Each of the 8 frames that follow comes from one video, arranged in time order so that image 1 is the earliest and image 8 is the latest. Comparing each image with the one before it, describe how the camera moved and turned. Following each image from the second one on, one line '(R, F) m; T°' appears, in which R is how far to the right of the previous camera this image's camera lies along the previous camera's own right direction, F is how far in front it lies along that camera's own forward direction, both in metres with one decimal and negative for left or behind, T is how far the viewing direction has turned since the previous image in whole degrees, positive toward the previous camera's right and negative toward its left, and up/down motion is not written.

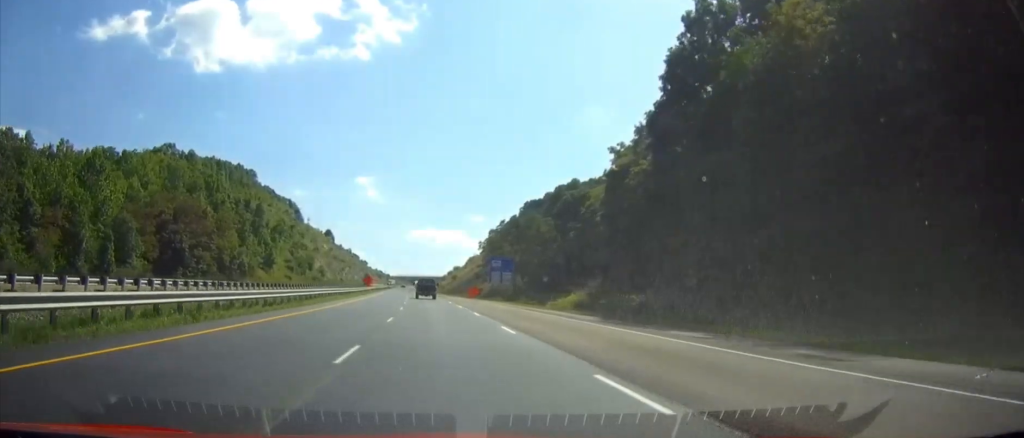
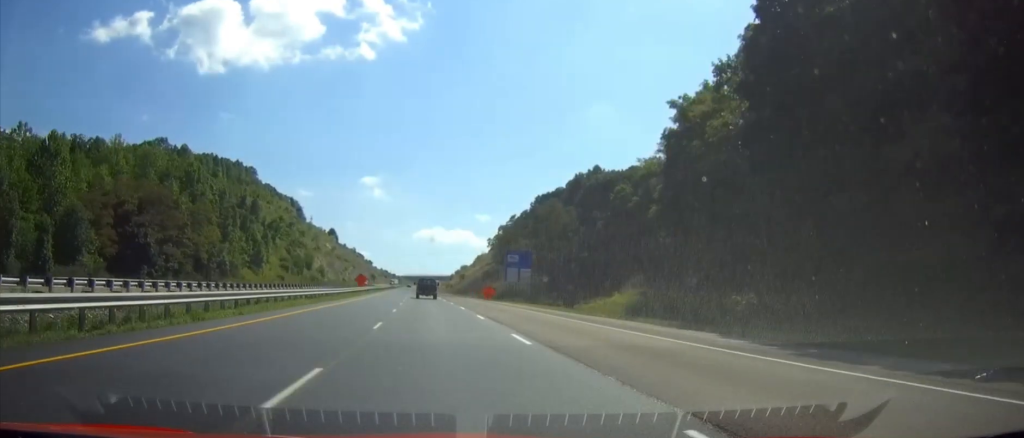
(0.0, +15.9) m; 0°
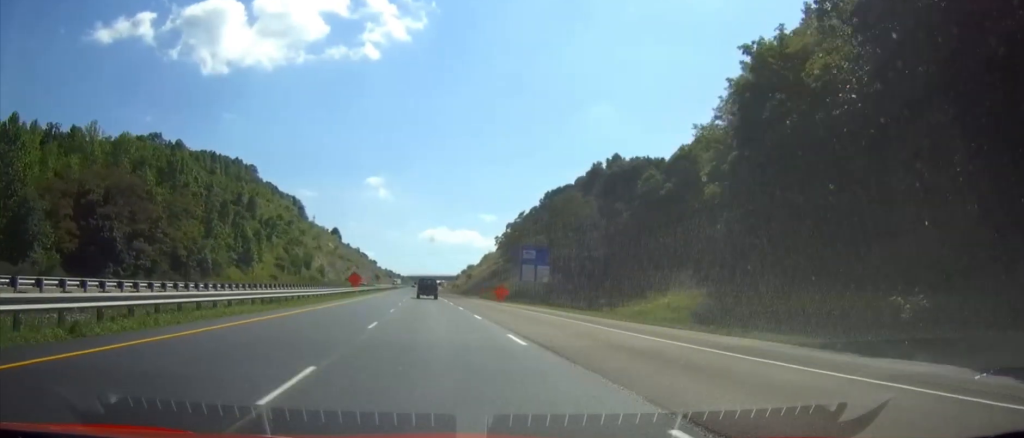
(0.0, +11.9) m; 0°
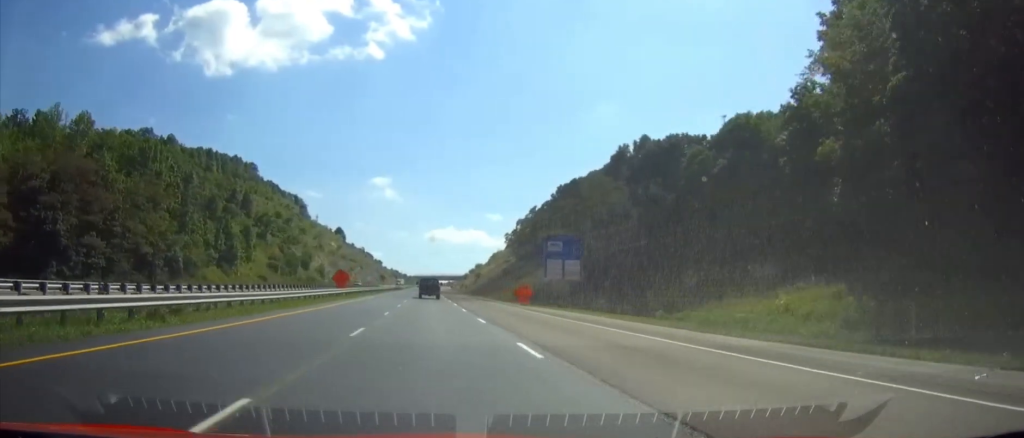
(0.0, +14.9) m; 0°
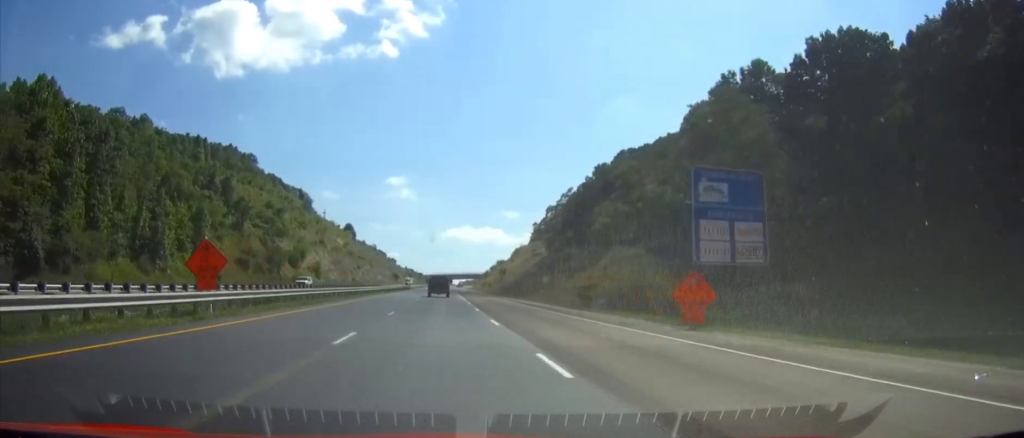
(0.0, +38.9) m; -2°
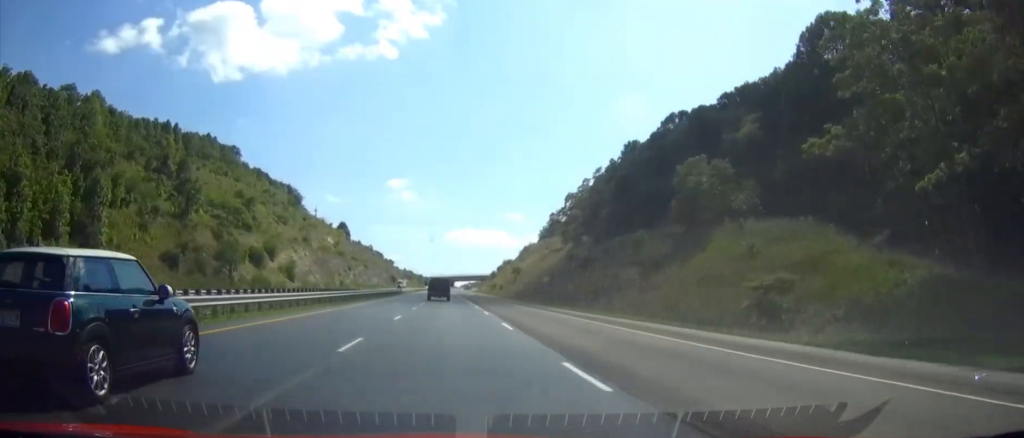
(-1.8, +36.9) m; -5°
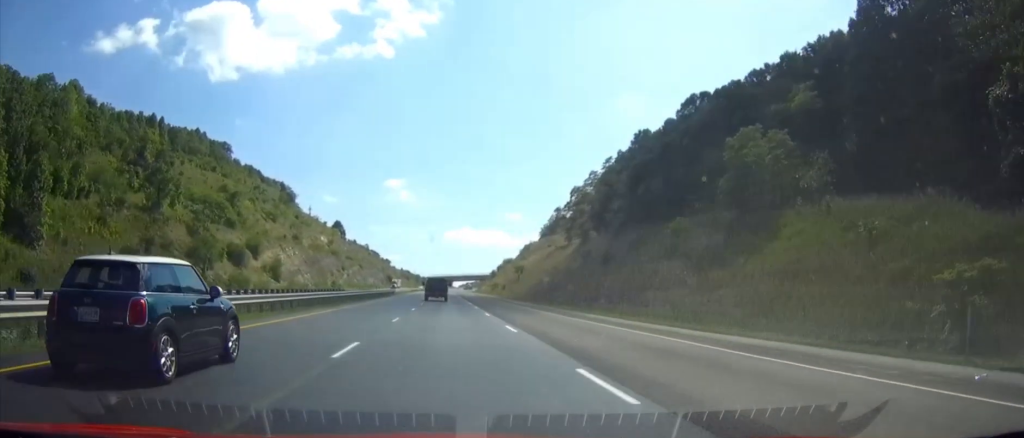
(-0.3, +13.1) m; -1°
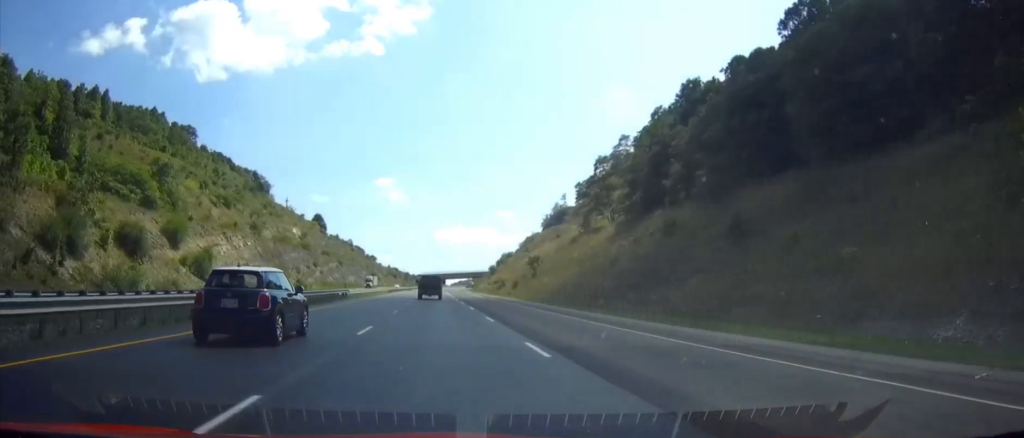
(+0.1, +43.4) m; +1°
